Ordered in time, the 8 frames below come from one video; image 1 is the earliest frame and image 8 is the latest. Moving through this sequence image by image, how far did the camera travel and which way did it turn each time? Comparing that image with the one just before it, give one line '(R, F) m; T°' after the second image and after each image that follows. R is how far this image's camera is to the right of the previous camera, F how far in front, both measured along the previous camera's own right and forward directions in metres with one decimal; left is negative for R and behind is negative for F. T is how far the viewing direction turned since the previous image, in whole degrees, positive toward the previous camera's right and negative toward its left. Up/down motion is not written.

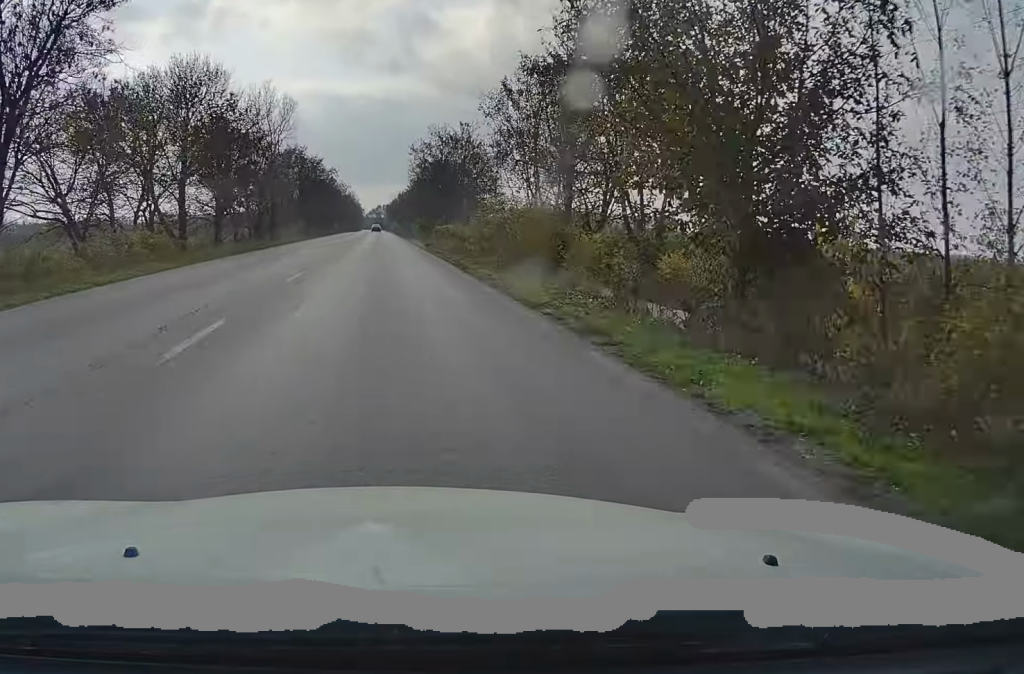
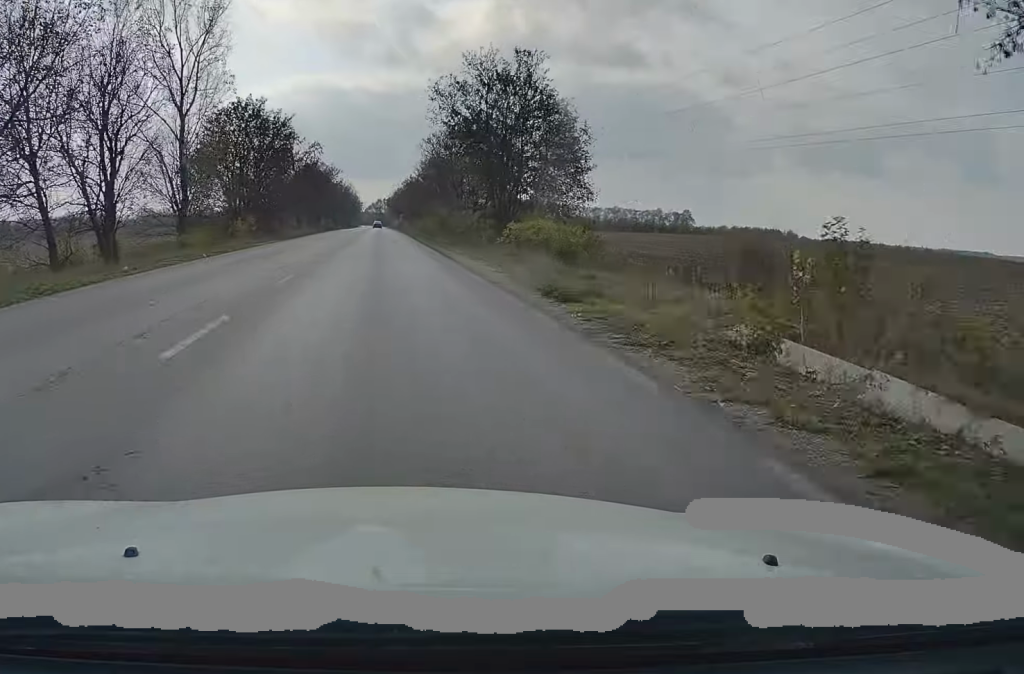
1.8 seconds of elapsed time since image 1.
(-0.2, +36.4) m; 0°
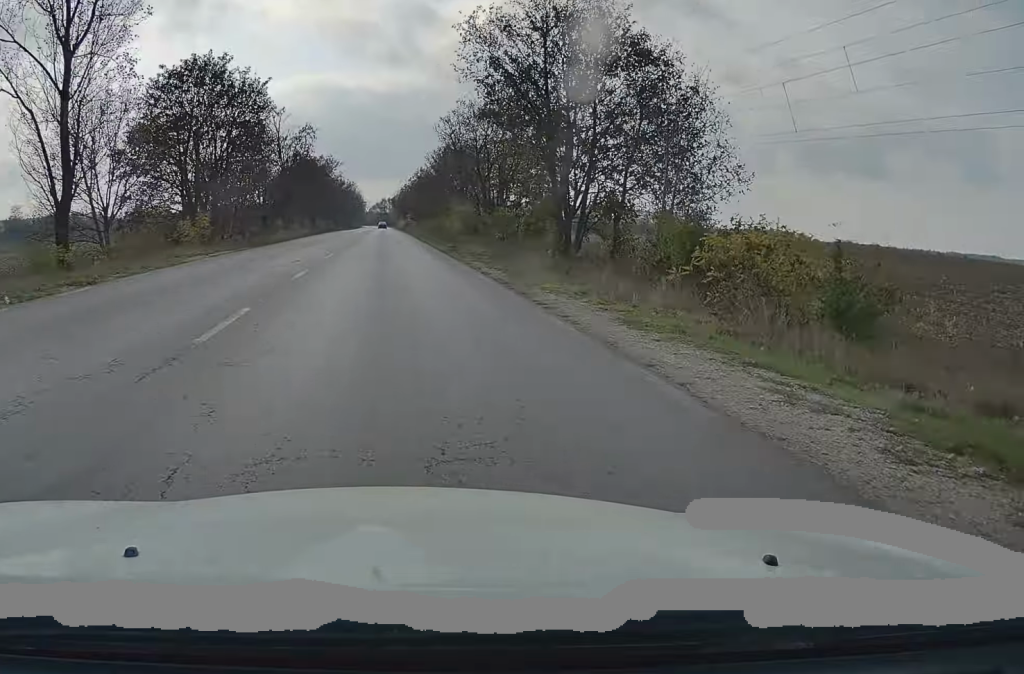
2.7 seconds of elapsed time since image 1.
(+0.1, +17.4) m; 0°
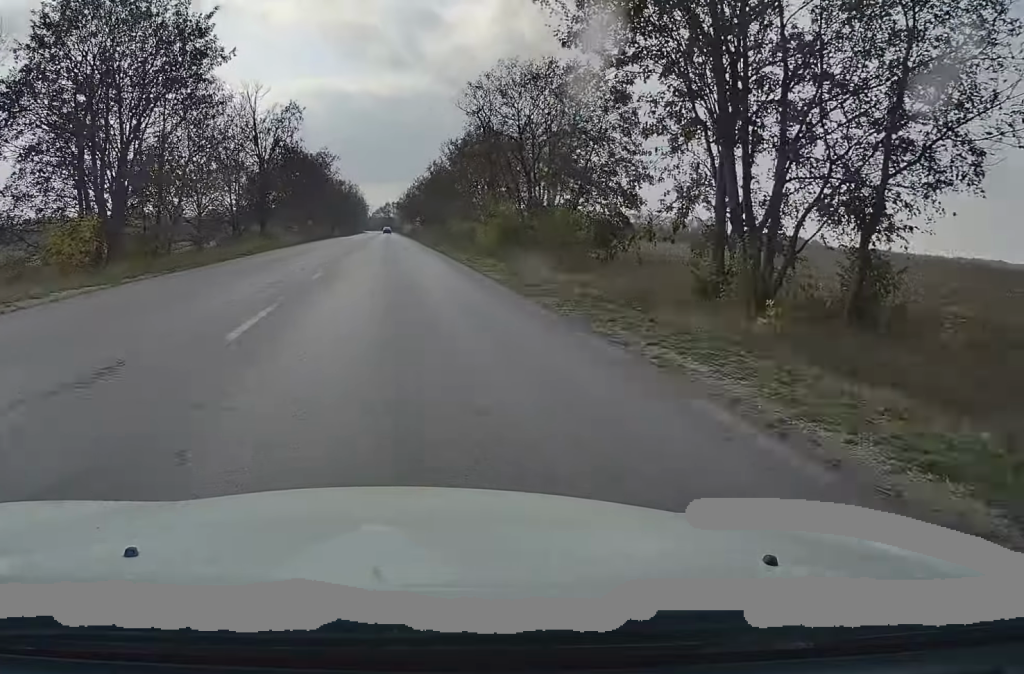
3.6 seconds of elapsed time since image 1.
(-0.2, +17.6) m; 0°
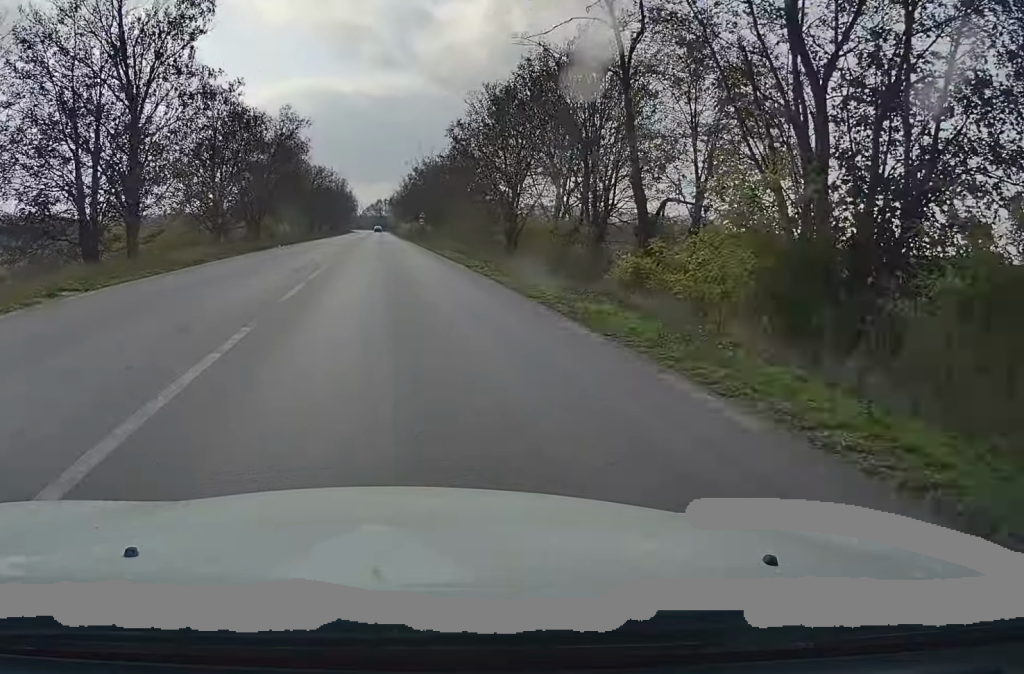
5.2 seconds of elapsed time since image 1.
(+0.2, +30.8) m; +1°
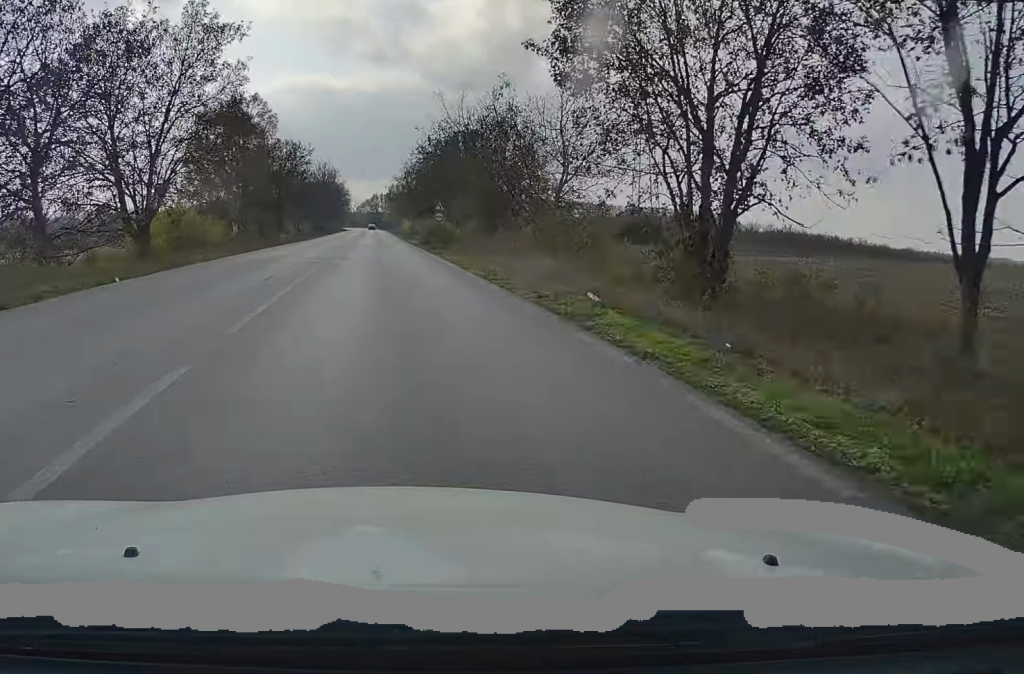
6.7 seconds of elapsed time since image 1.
(+0.1, +29.3) m; 0°
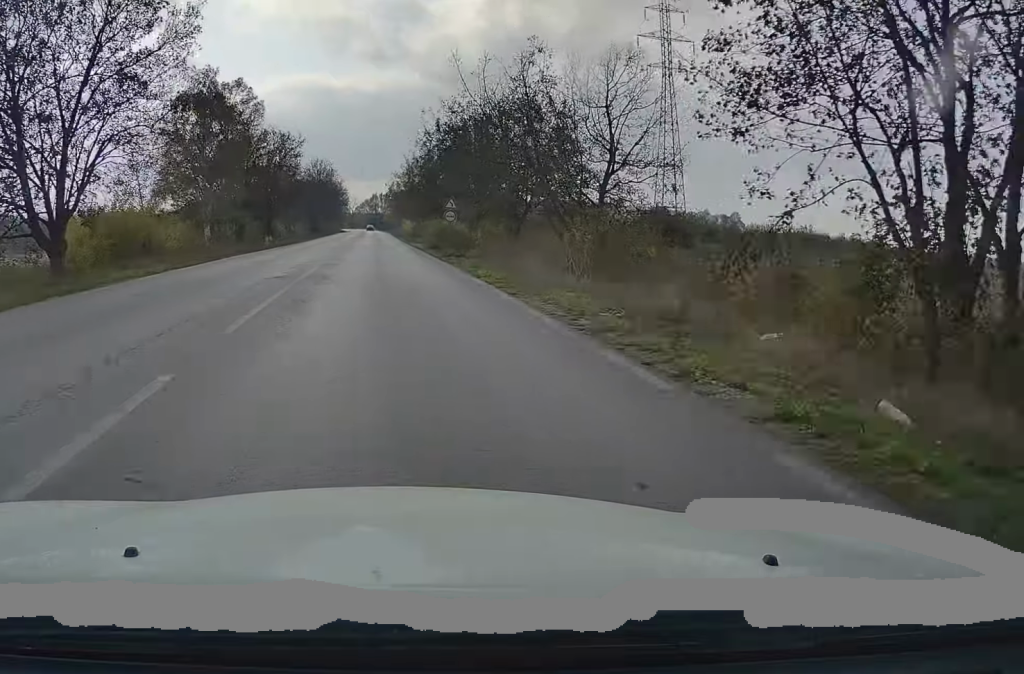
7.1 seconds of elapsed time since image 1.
(0.0, +9.5) m; 0°
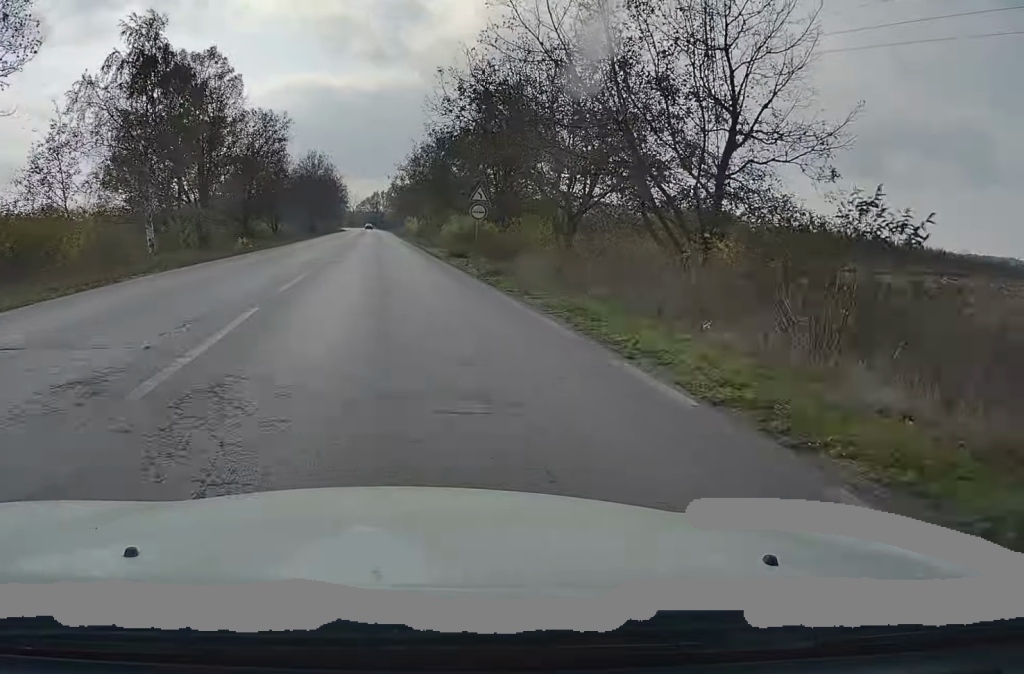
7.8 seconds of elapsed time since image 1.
(0.0, +12.8) m; 0°
